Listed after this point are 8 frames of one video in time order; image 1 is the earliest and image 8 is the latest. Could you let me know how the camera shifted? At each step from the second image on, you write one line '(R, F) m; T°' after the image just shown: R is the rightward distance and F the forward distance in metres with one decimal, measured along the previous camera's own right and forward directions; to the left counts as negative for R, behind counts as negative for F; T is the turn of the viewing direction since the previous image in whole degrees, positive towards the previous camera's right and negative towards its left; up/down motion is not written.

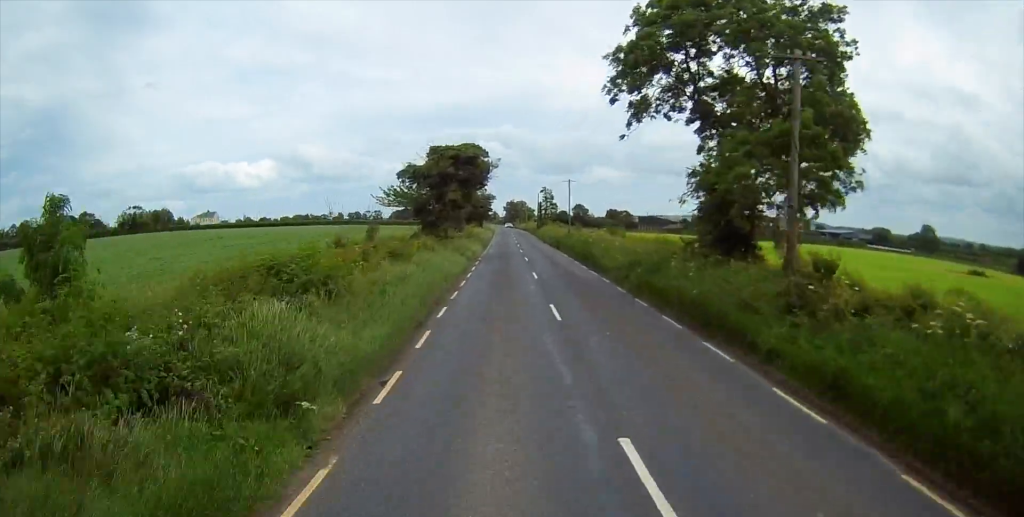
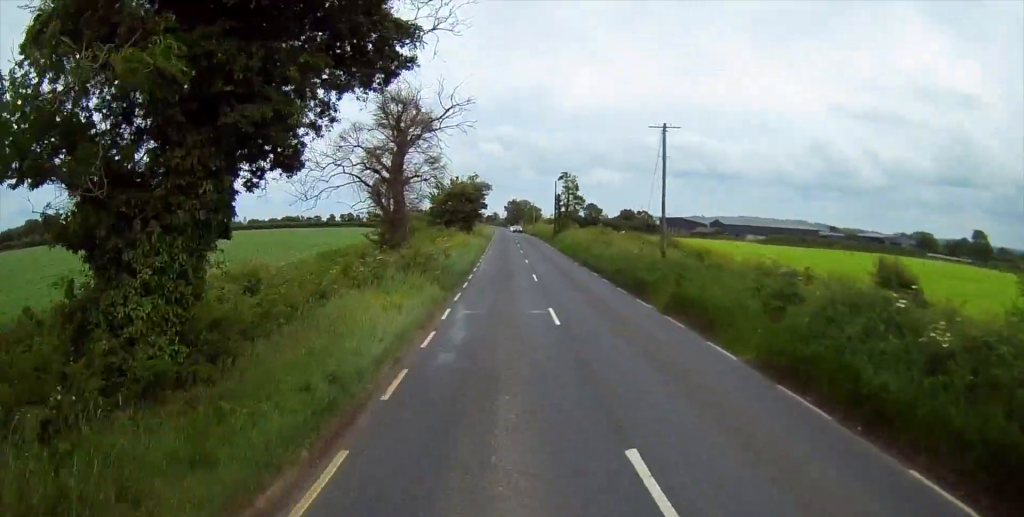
(+0.2, +36.5) m; 0°
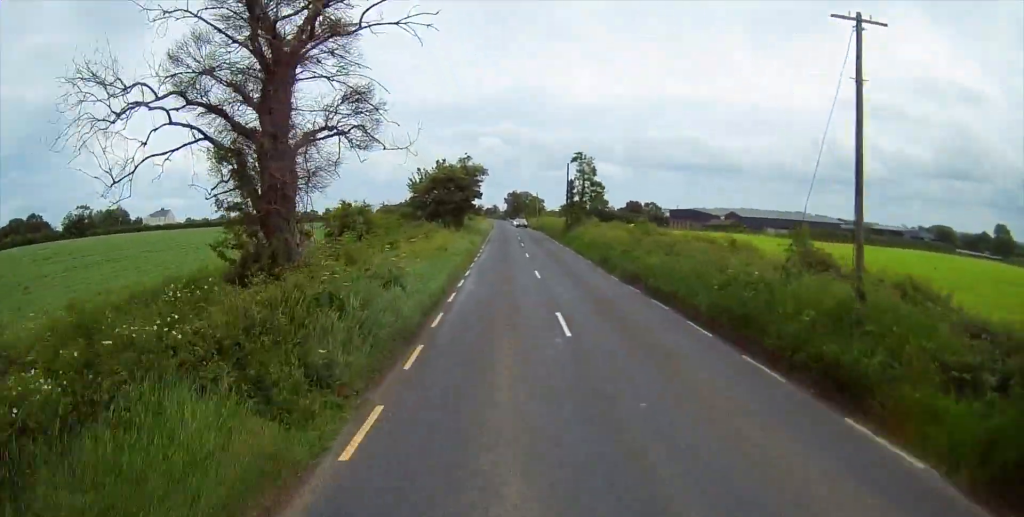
(-0.2, +14.6) m; 0°
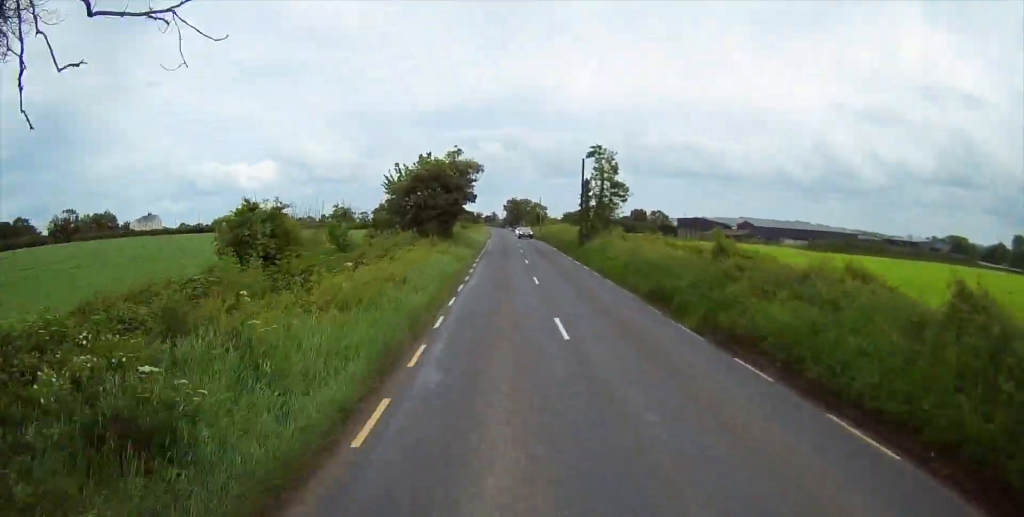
(-0.2, +11.7) m; 0°
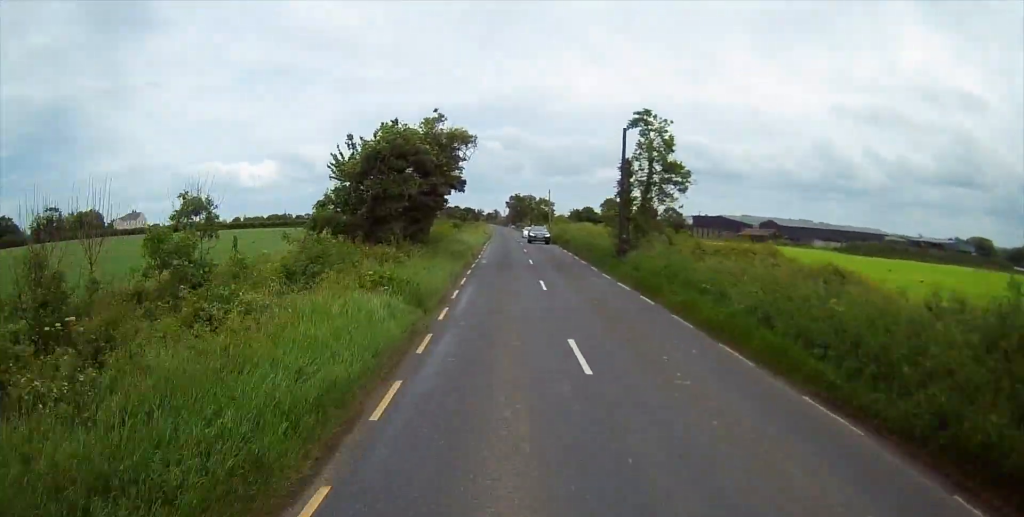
(+0.4, +15.4) m; +1°
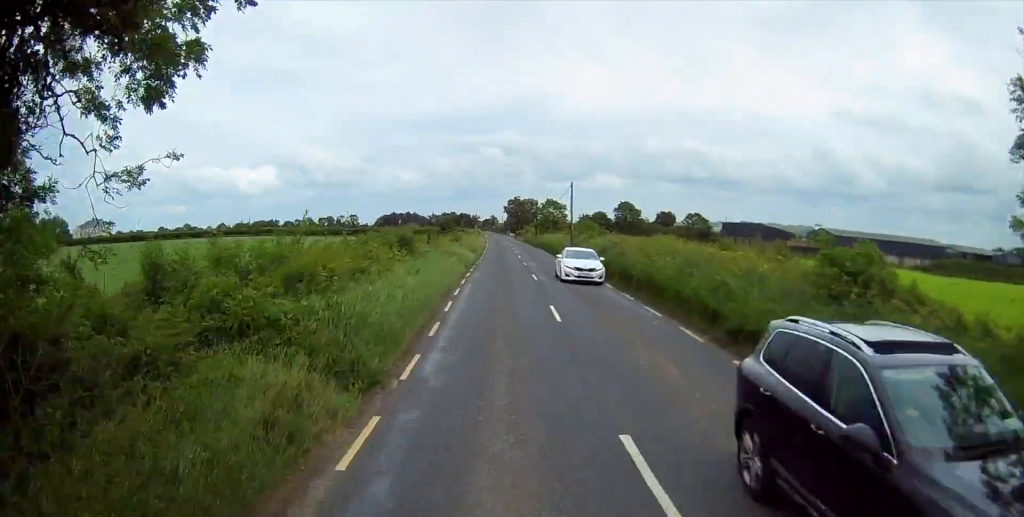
(+0.1, +30.0) m; -1°
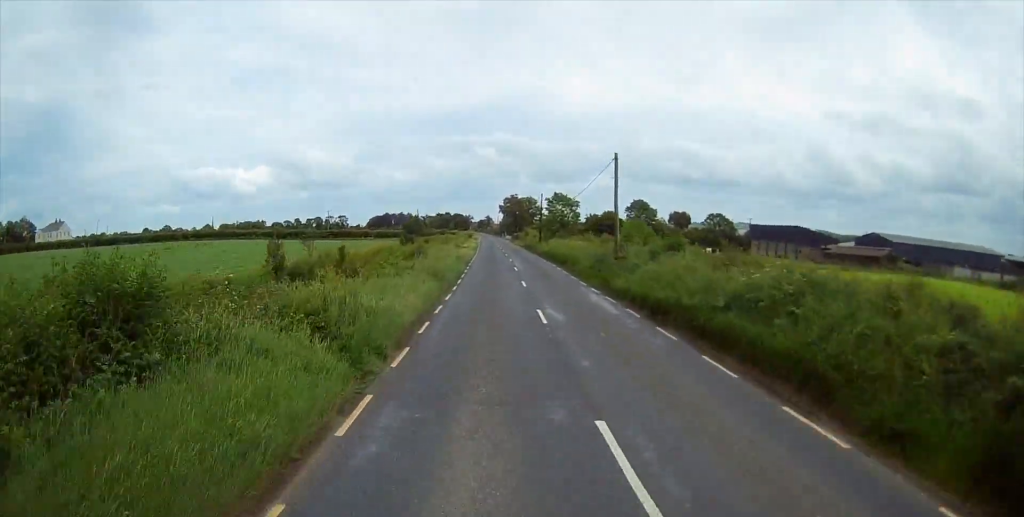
(-0.4, +23.3) m; 0°
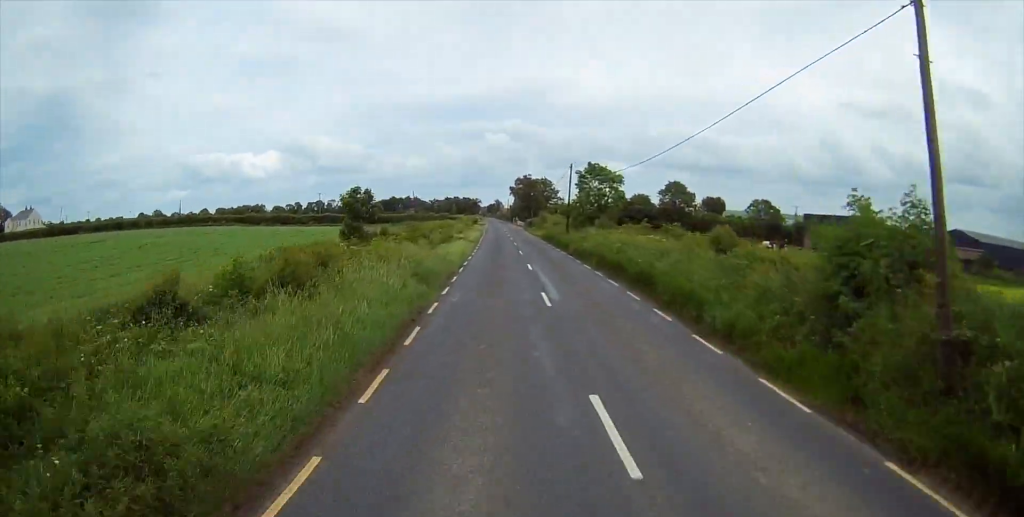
(+0.5, +23.4) m; +1°
